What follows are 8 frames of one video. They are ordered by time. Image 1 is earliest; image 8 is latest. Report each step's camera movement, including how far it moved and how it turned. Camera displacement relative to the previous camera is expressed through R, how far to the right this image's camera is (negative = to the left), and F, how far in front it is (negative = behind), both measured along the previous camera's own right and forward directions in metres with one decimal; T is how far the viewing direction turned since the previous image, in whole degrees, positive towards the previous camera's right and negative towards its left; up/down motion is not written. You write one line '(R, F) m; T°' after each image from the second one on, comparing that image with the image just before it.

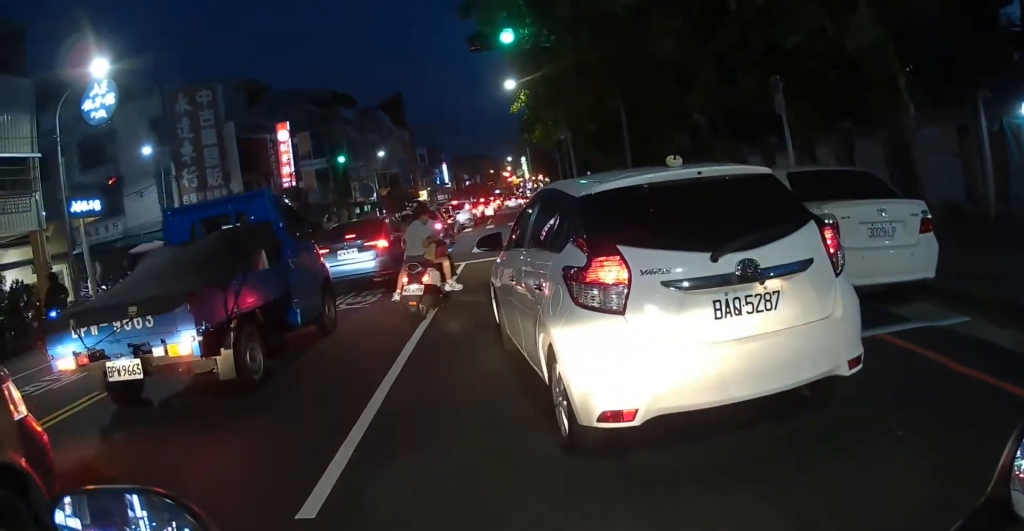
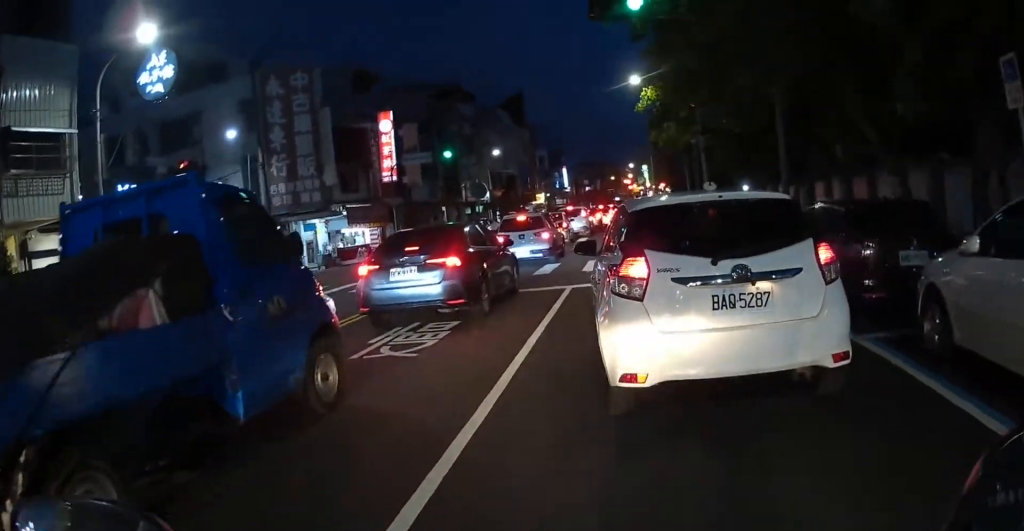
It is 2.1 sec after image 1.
(-0.8, +5.2) m; -17°
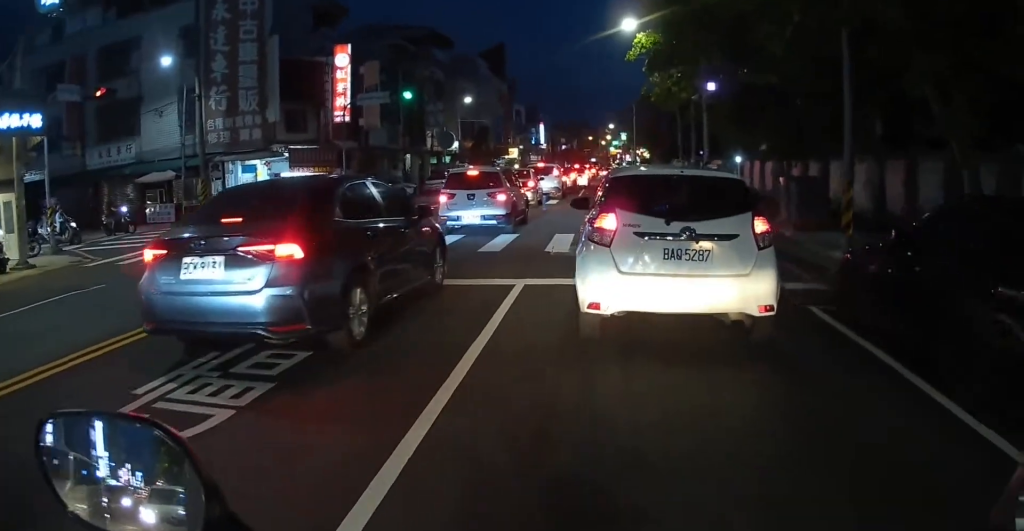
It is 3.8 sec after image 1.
(-0.1, +3.9) m; +4°
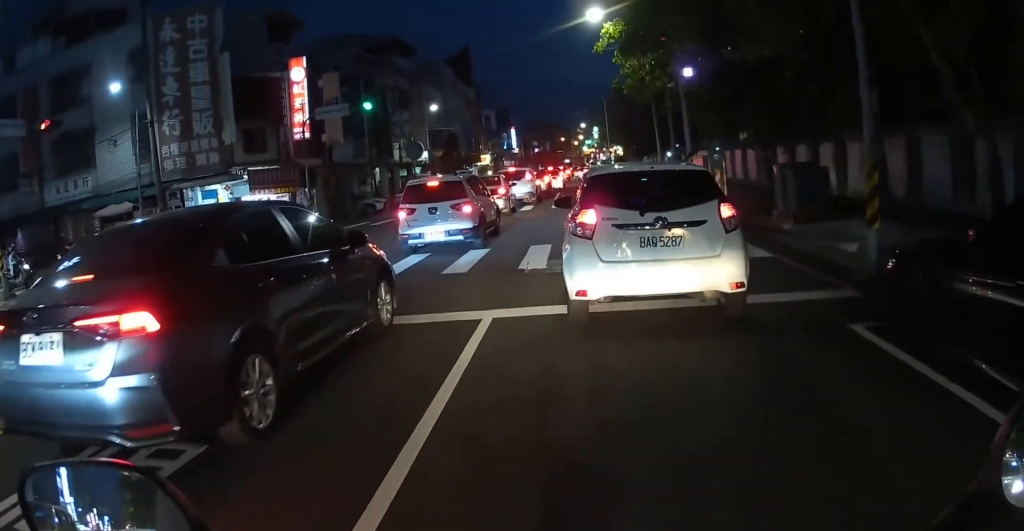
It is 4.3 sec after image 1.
(+0.1, +1.3) m; +3°
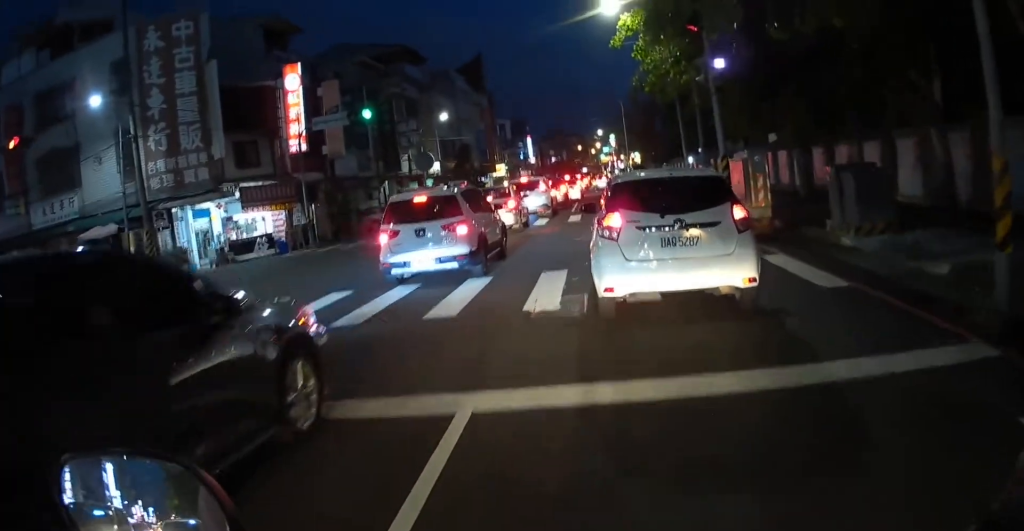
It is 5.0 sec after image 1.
(+0.1, +1.9) m; +3°
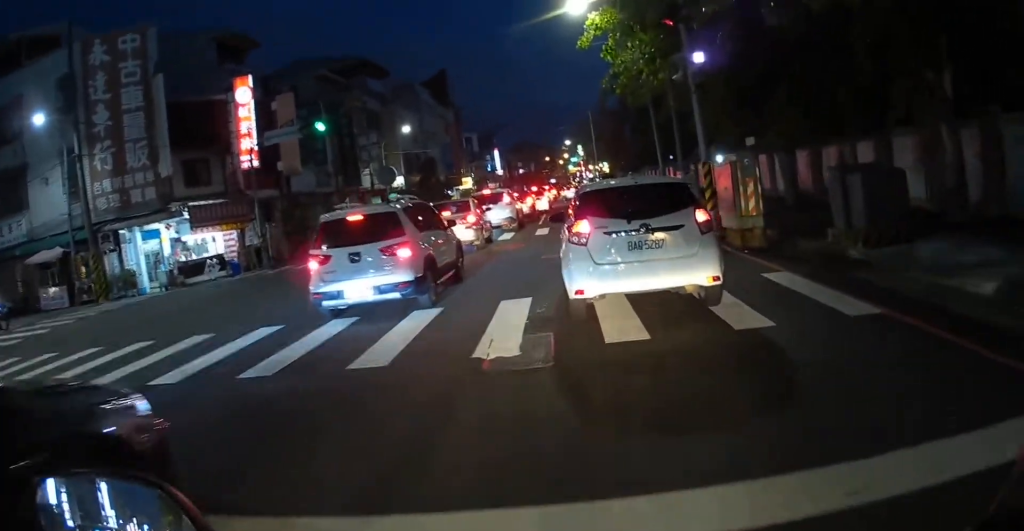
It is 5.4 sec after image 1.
(0.0, +1.2) m; +2°
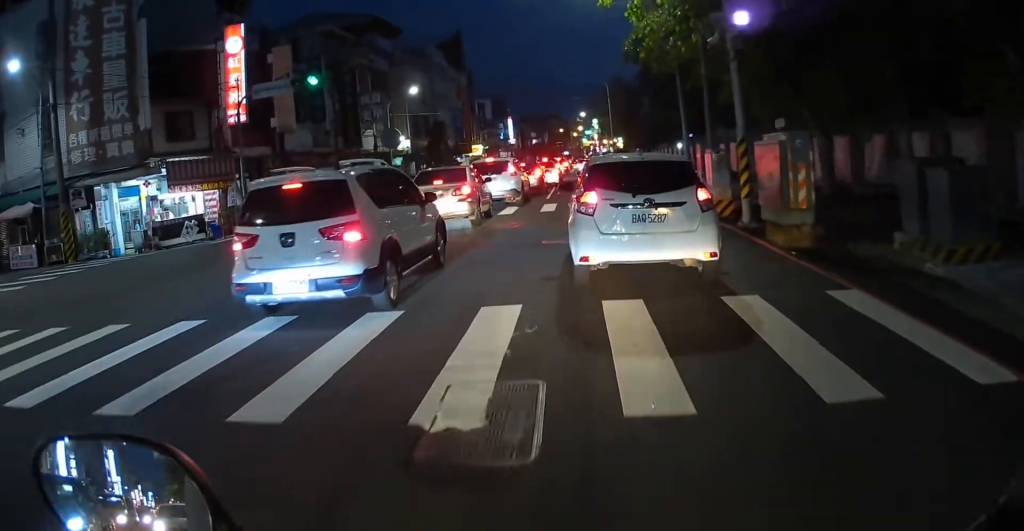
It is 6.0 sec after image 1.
(0.0, +1.7) m; +2°
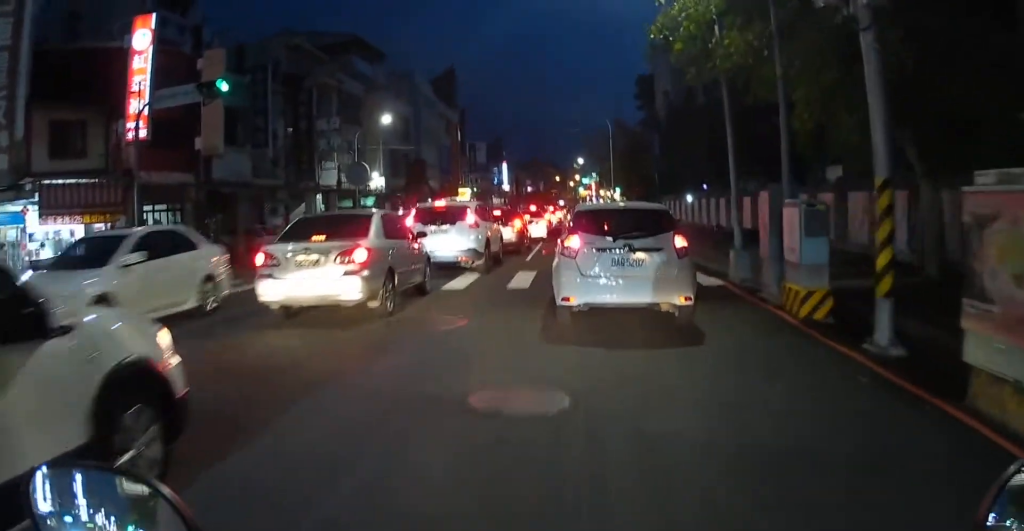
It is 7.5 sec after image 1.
(+0.3, +5.2) m; +5°
